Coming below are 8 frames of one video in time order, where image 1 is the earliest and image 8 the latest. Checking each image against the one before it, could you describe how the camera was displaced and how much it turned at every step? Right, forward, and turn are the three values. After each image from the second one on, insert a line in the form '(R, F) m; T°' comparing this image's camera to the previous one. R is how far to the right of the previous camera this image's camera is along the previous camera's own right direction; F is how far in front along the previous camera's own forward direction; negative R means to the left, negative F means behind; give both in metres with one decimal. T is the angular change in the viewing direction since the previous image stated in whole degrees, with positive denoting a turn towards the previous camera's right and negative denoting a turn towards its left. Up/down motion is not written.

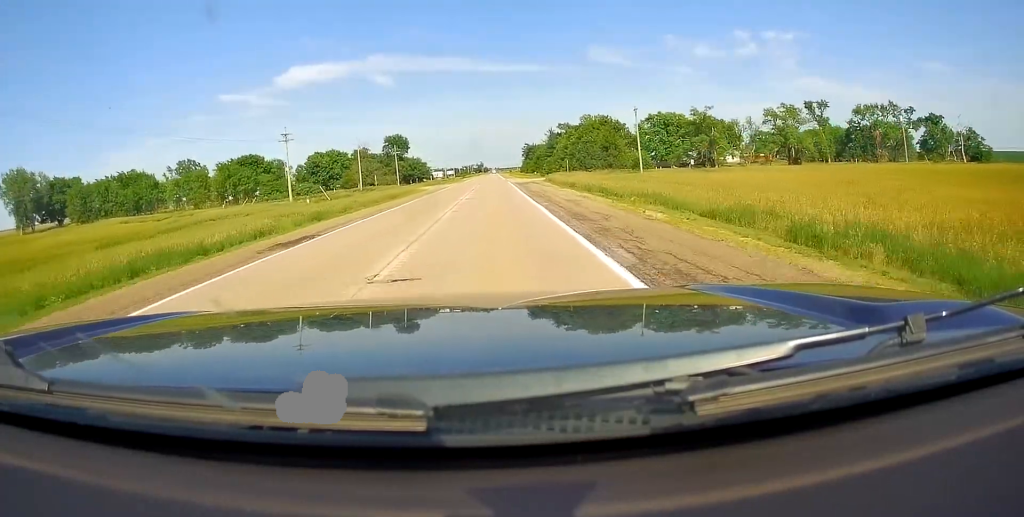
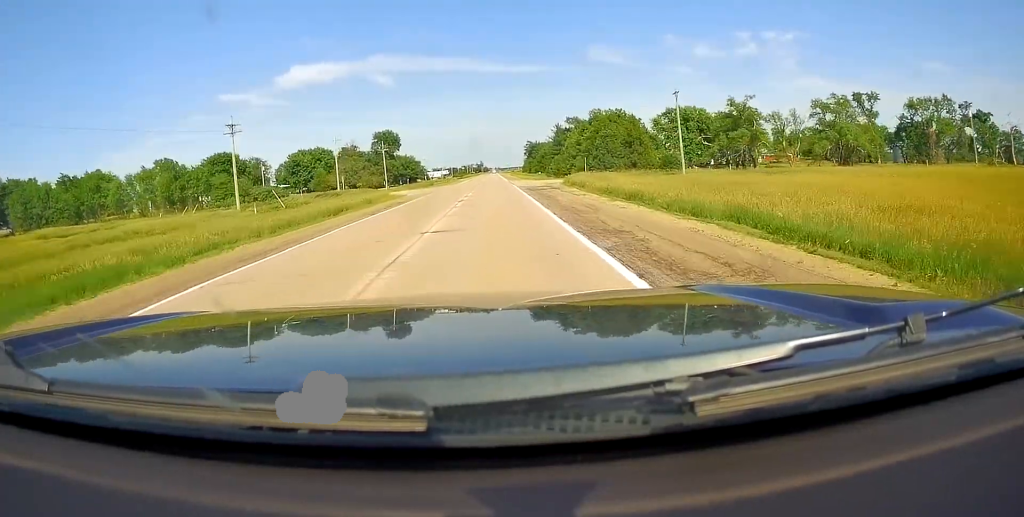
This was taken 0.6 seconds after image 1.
(0.0, +18.5) m; 0°
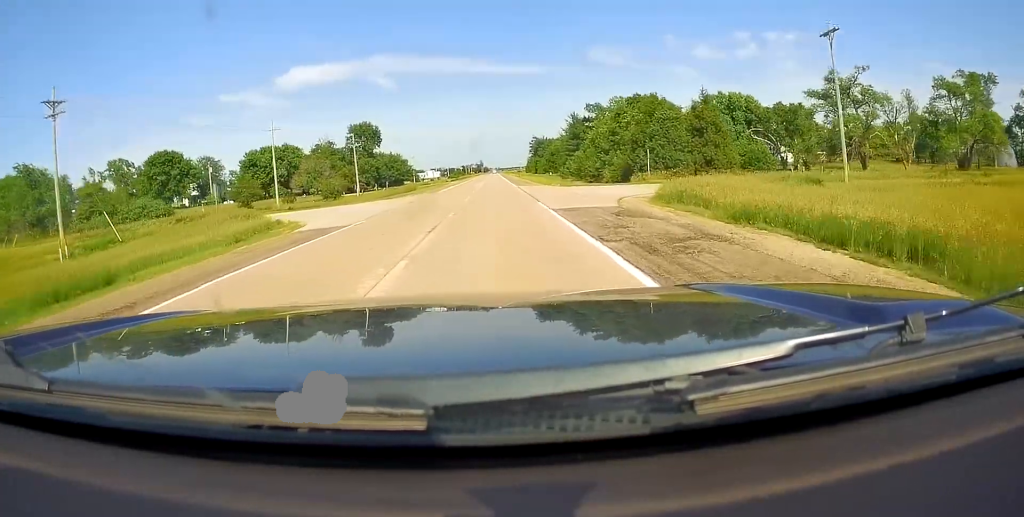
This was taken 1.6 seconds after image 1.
(0.0, +31.3) m; 0°
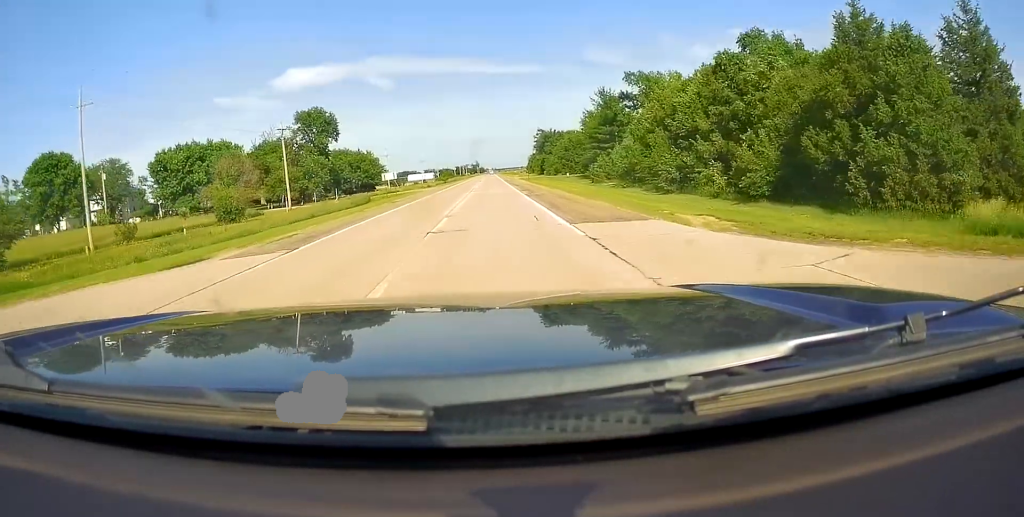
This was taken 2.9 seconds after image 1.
(0.0, +38.5) m; 0°
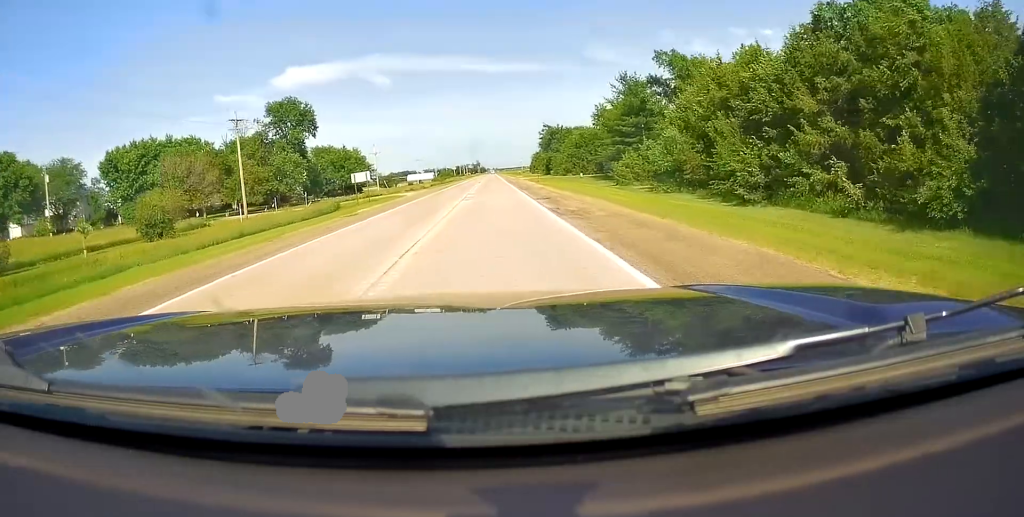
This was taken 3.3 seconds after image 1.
(0.0, +14.9) m; 0°
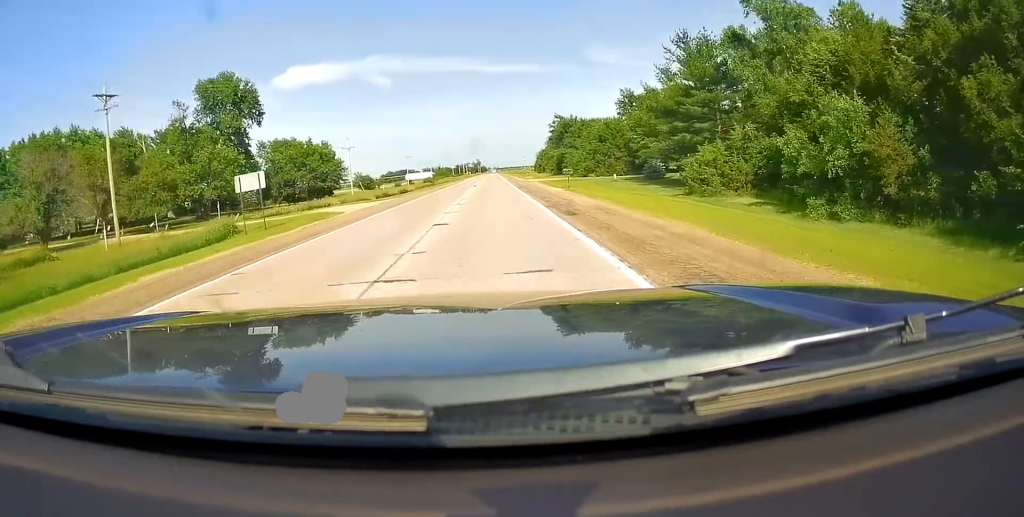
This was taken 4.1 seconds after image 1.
(0.0, +24.3) m; 0°
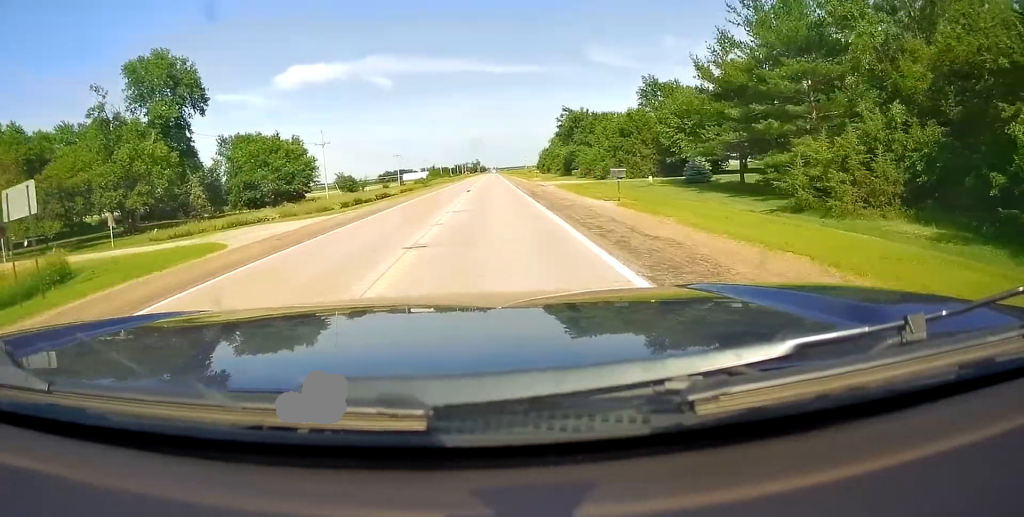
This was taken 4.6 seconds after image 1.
(0.0, +15.5) m; 0°
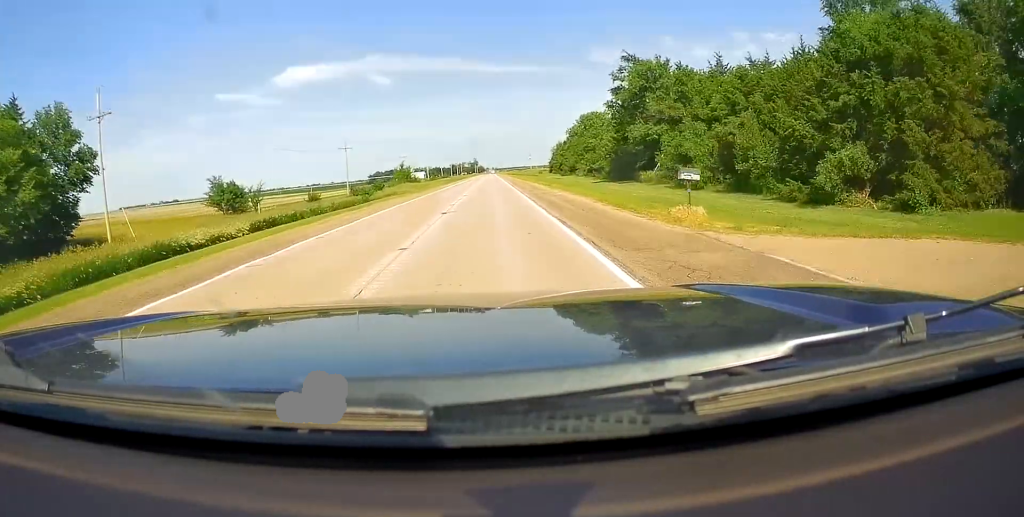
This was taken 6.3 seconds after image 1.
(0.0, +52.6) m; 0°
